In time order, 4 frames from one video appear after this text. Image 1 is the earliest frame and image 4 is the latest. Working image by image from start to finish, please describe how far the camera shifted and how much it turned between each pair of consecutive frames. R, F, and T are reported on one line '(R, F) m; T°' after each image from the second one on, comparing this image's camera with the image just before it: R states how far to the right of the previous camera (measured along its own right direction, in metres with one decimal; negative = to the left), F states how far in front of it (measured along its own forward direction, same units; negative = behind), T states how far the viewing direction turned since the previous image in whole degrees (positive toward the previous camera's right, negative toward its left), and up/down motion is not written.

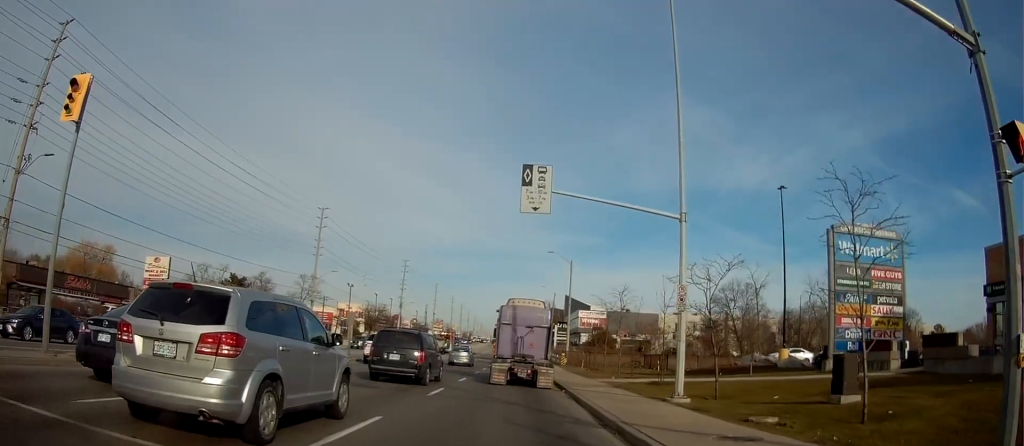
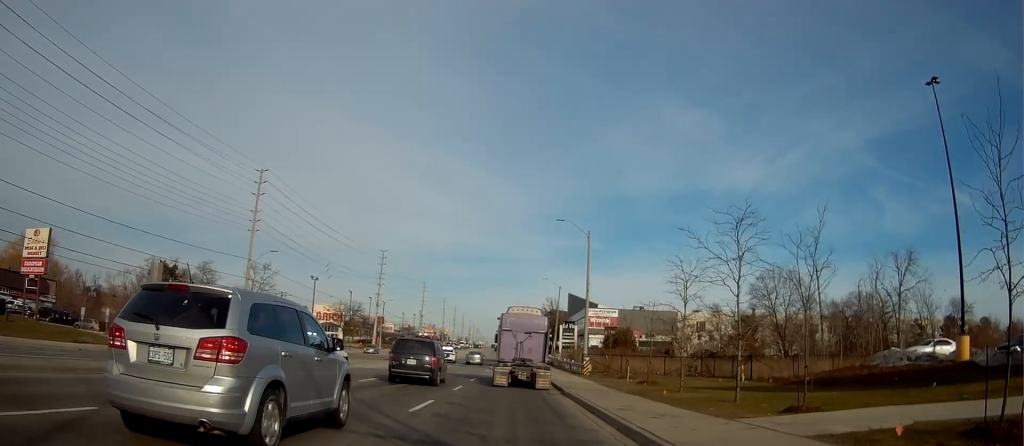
(-0.8, +21.4) m; -3°
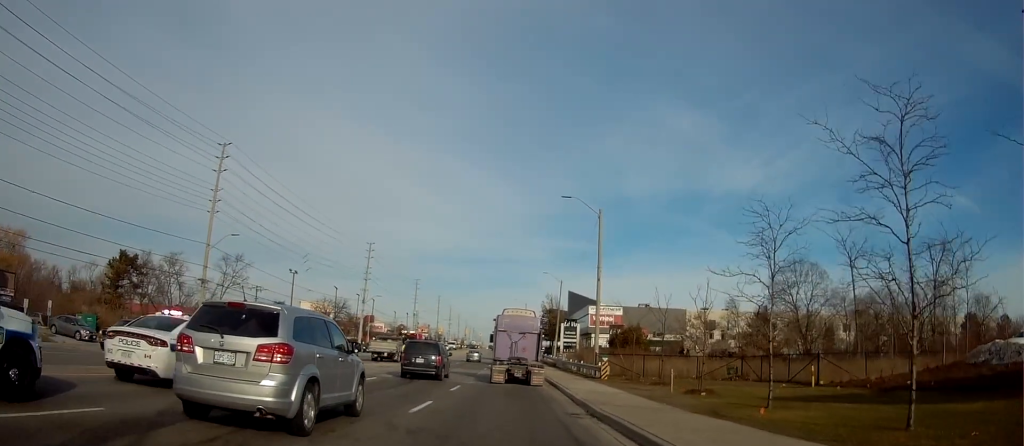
(+0.3, +9.0) m; +2°
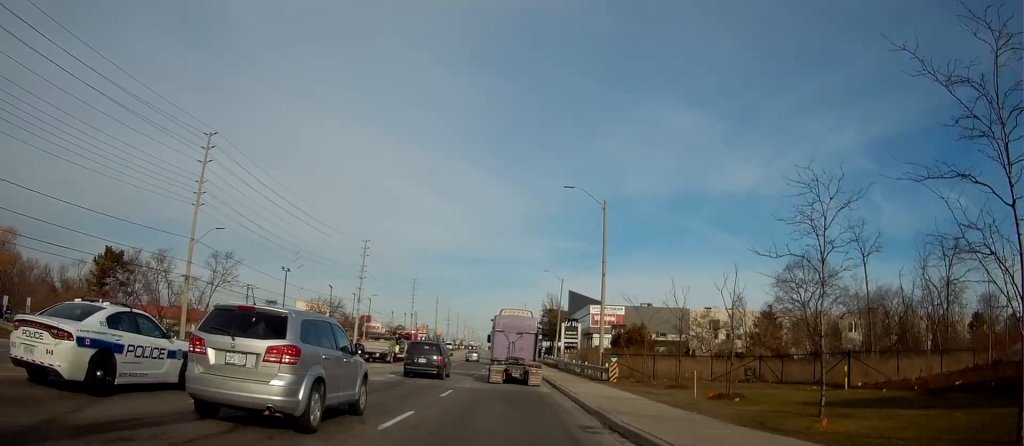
(0.0, +2.9) m; 0°
